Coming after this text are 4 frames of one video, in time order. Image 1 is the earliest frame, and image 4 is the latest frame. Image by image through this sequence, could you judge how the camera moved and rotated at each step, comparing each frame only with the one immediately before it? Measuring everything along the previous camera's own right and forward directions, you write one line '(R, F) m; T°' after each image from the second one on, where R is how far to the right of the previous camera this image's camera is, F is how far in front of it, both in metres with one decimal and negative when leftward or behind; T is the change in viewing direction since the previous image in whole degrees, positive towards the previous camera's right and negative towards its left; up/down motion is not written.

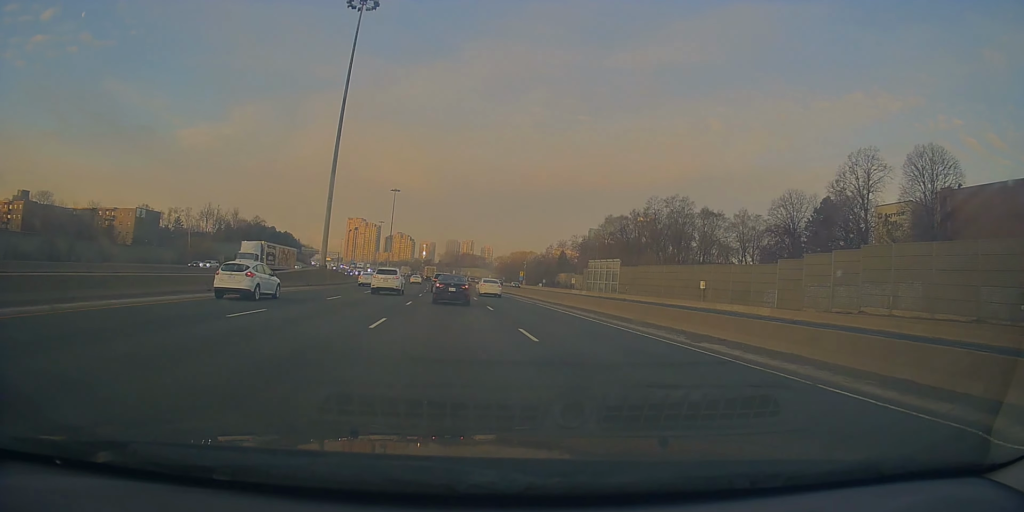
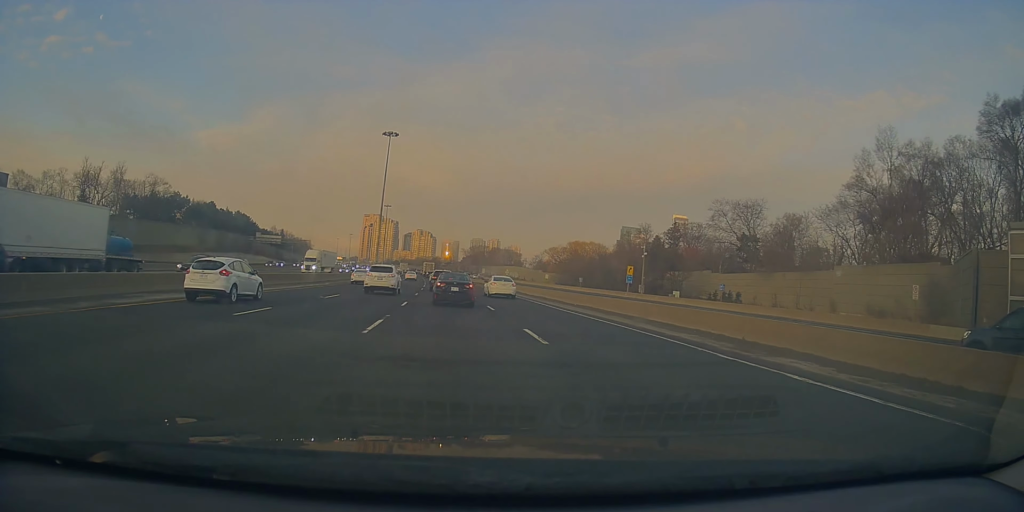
(-4.0, +85.0) m; -3°
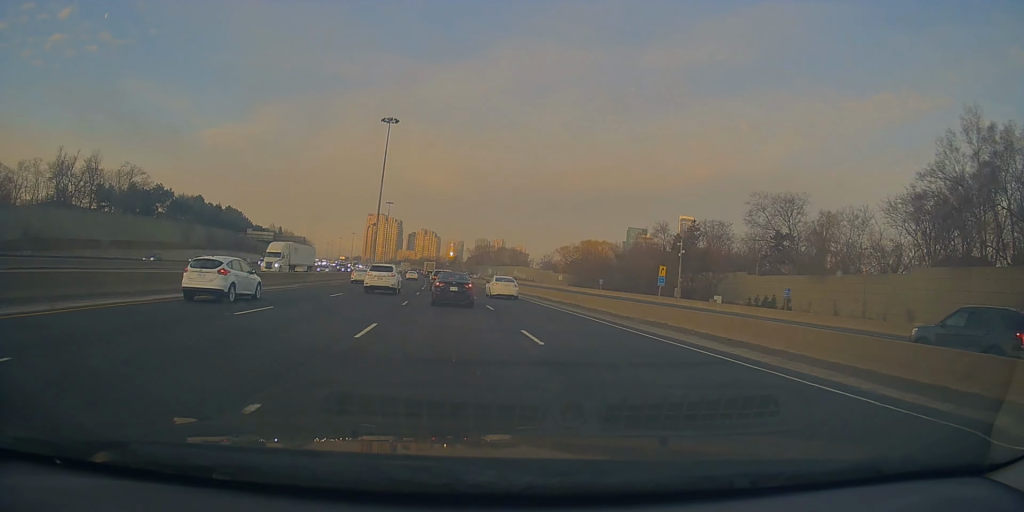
(-0.1, +11.4) m; 0°
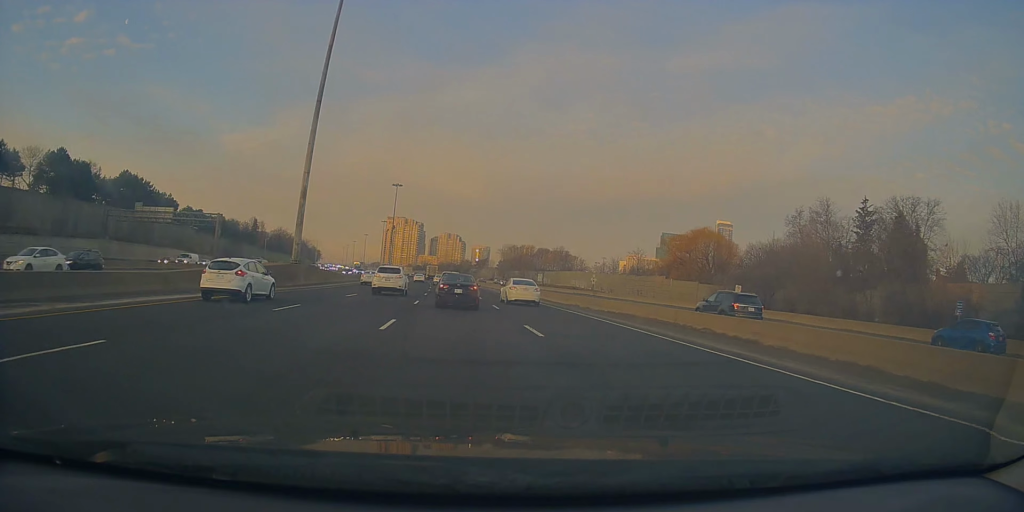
(-2.8, +70.5) m; -4°
